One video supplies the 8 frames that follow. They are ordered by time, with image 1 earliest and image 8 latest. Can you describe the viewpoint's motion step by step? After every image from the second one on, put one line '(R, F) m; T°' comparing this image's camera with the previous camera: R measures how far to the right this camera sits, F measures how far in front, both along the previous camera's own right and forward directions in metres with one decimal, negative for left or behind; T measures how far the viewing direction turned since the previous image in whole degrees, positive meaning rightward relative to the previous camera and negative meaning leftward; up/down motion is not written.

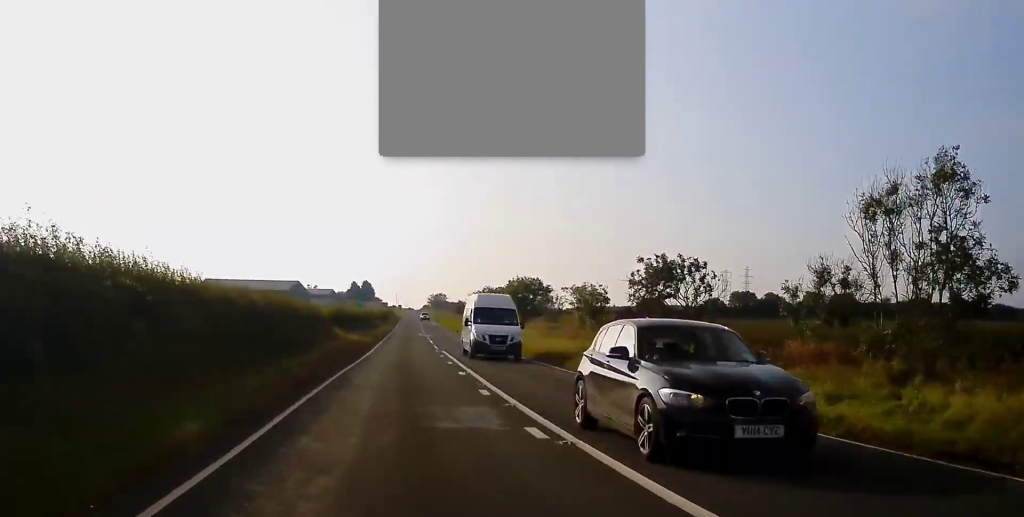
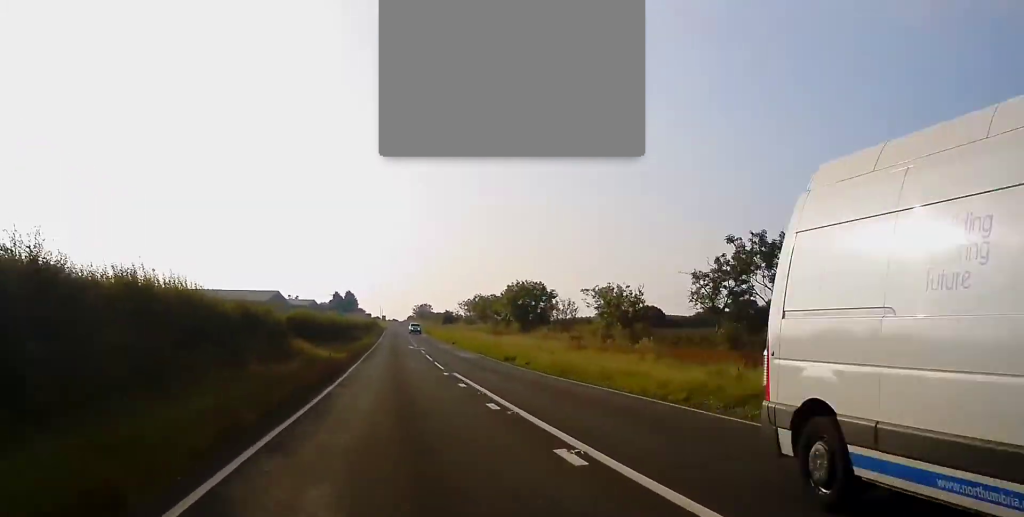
(-0.2, +13.8) m; +1°
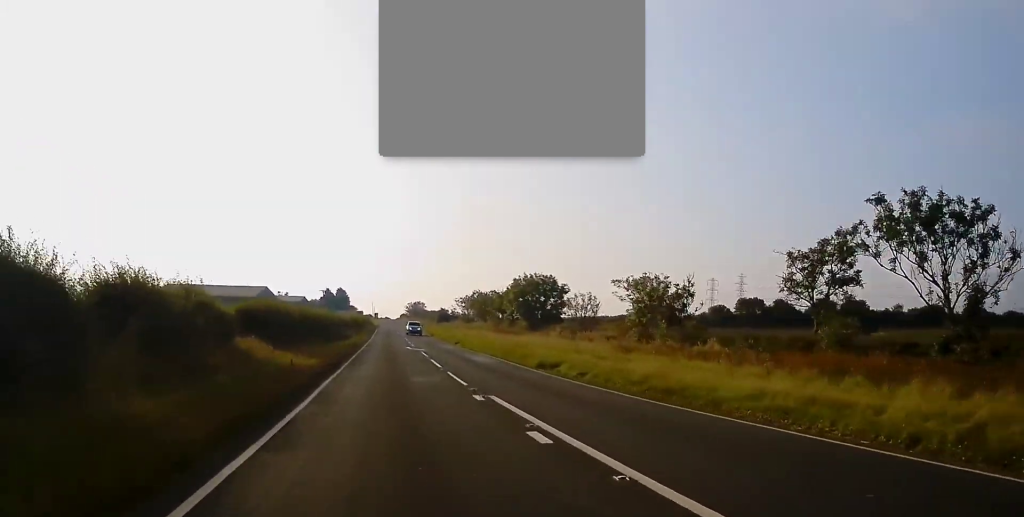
(+0.2, +10.3) m; +1°
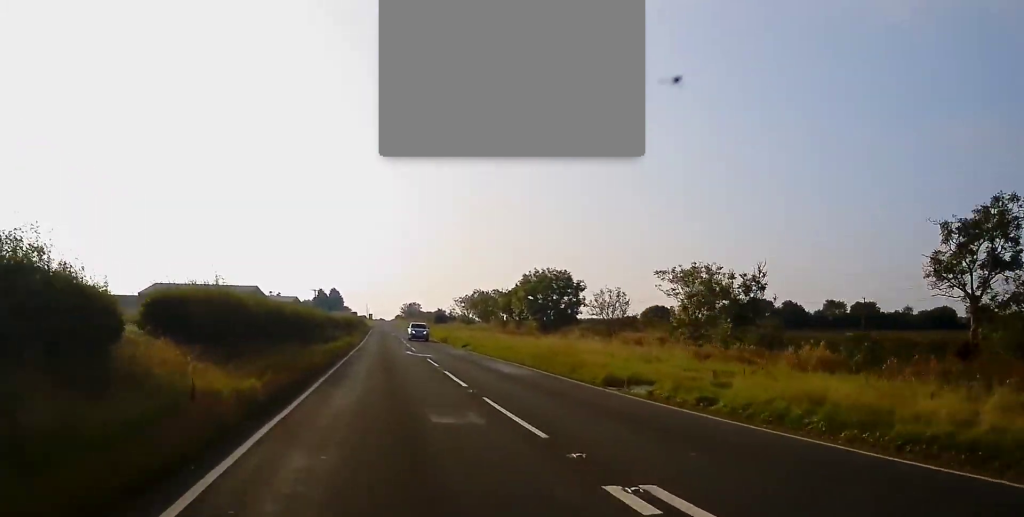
(+0.3, +9.7) m; +1°
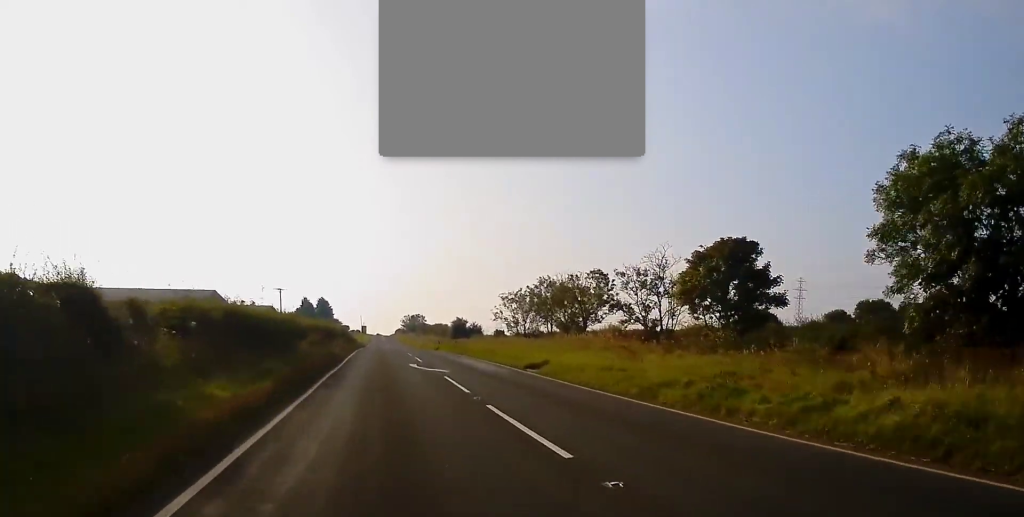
(0.0, +63.0) m; +1°
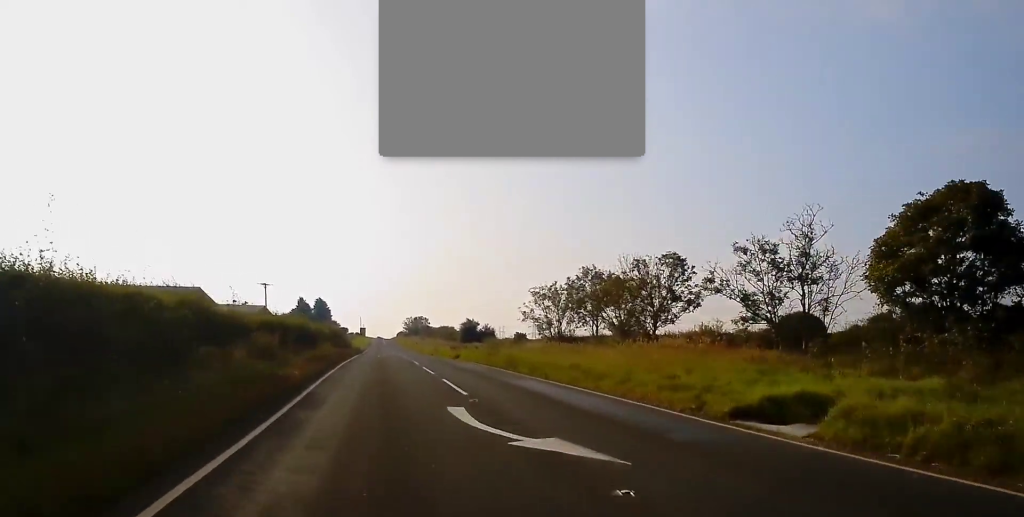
(+0.4, +18.3) m; 0°
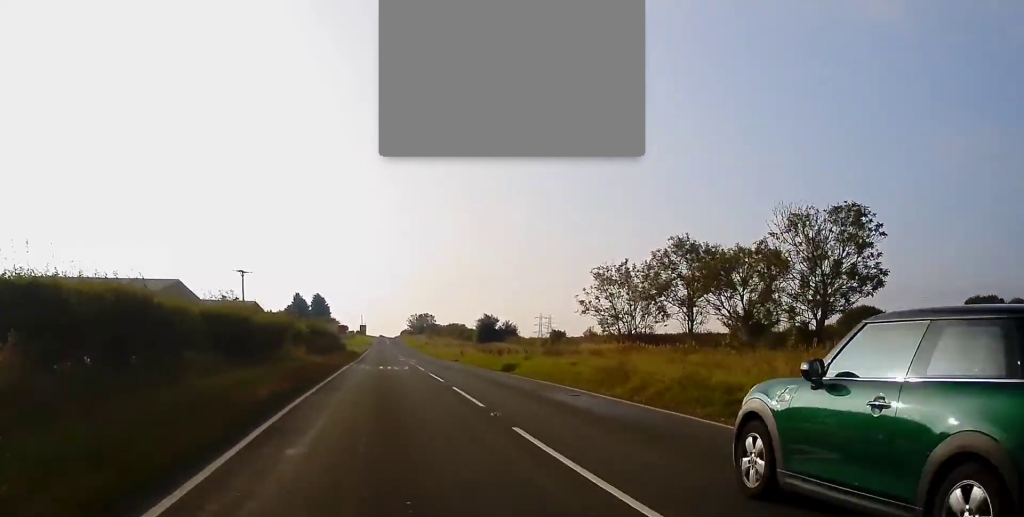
(-0.4, +21.1) m; -1°
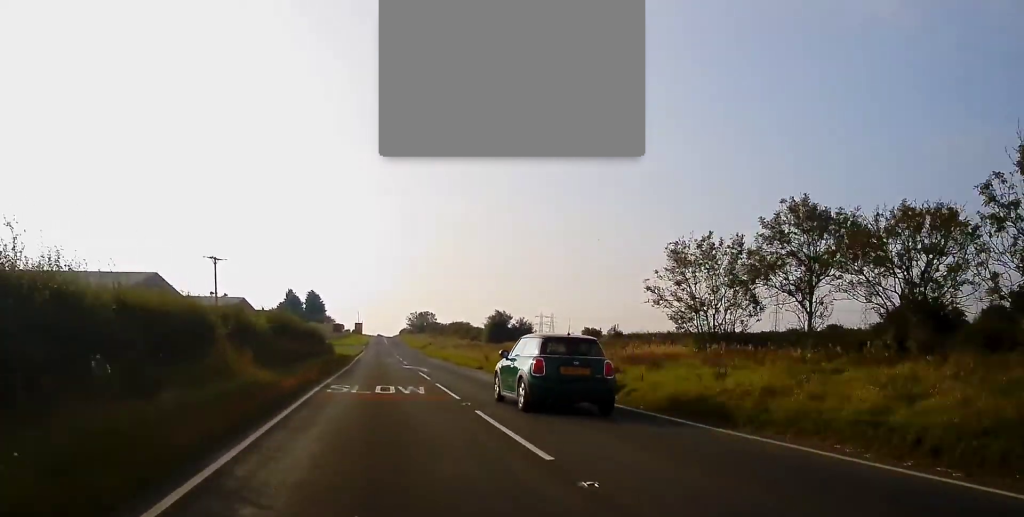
(+0.1, +14.8) m; 0°
